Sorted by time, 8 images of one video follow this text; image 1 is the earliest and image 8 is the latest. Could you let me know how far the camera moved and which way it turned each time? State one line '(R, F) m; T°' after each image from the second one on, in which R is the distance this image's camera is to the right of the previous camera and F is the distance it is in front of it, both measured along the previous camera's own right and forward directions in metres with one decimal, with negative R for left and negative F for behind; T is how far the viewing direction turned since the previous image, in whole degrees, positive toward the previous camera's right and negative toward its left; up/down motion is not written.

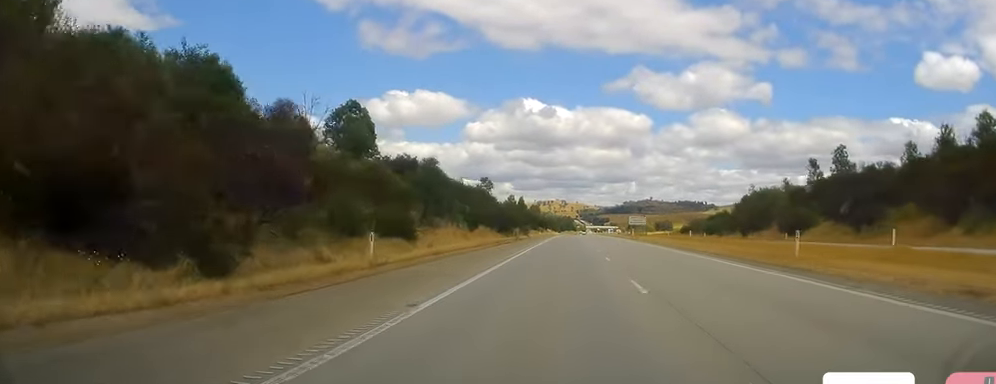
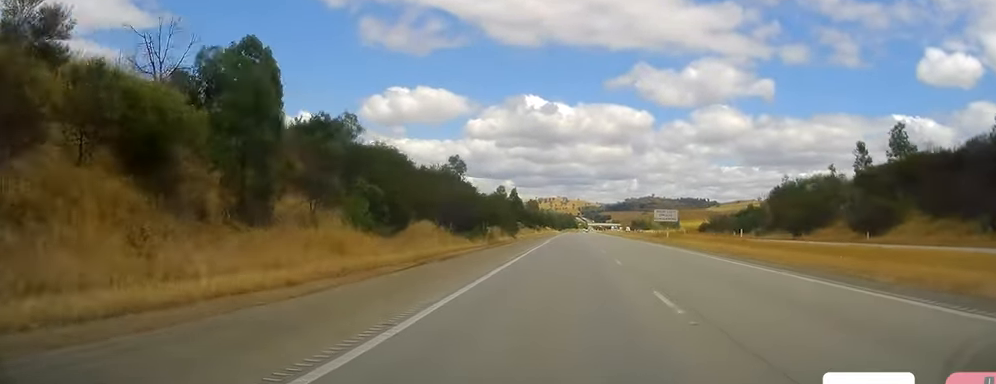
(-0.1, +27.1) m; 0°
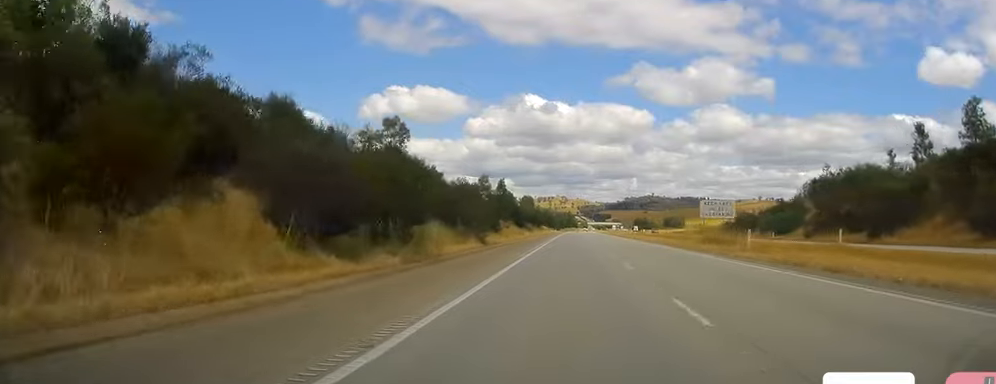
(+0.2, +25.1) m; 0°
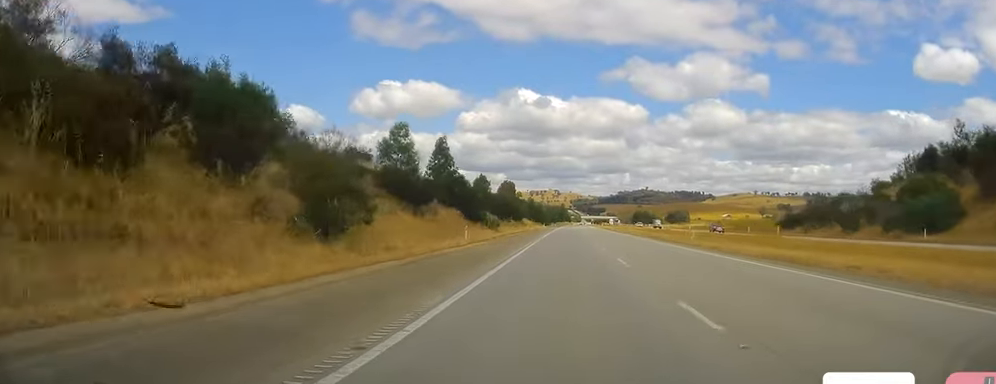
(+0.1, +48.5) m; 0°
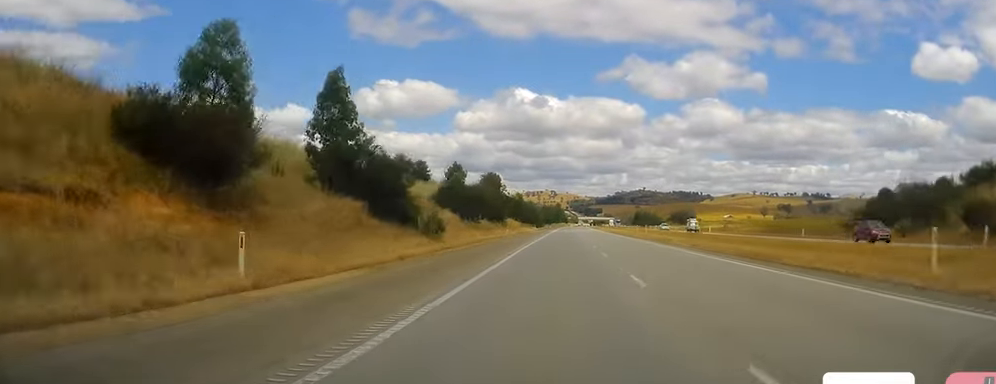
(-0.5, +29.1) m; +1°
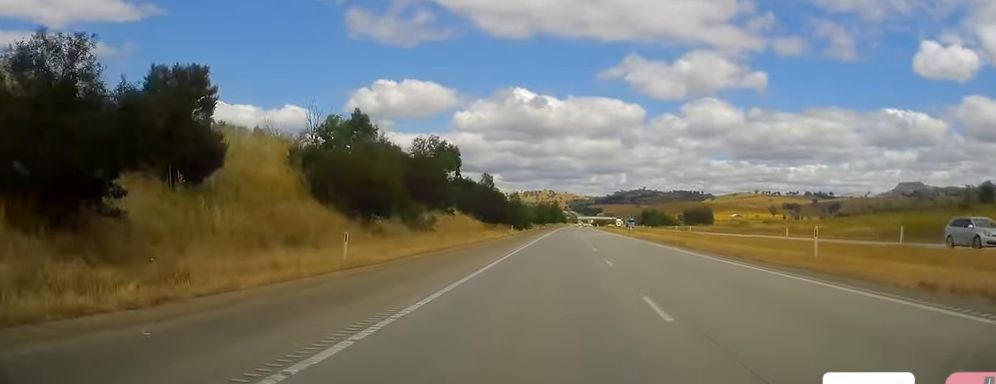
(+1.1, +53.2) m; 0°
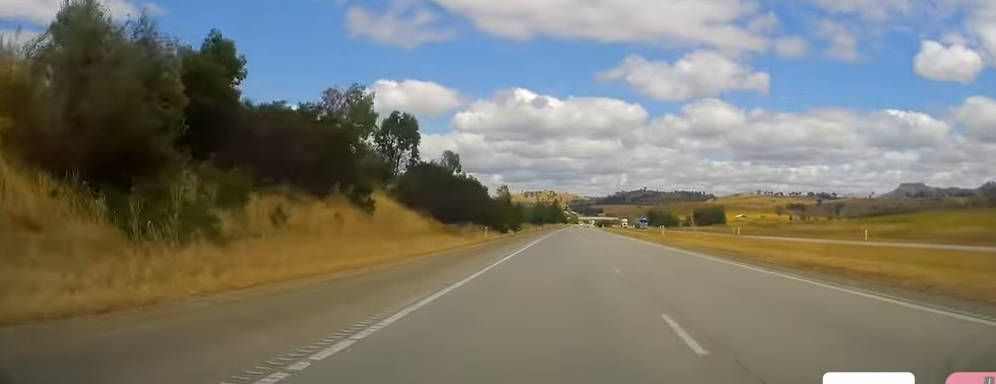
(-0.5, +26.1) m; 0°
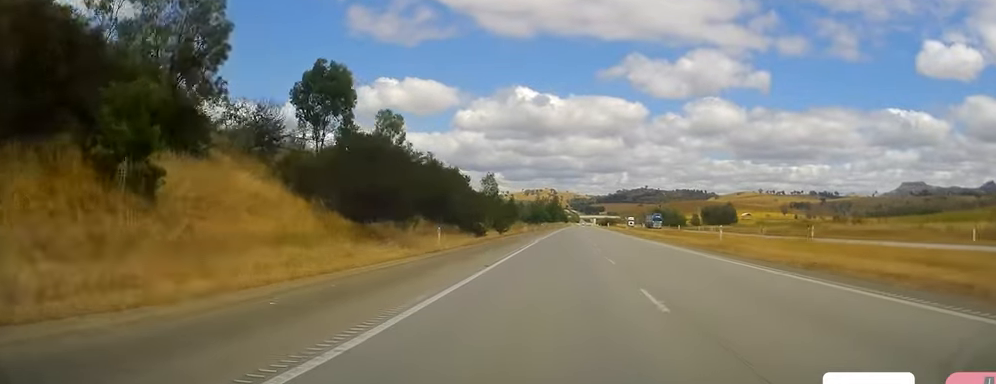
(+0.2, +20.3) m; 0°
